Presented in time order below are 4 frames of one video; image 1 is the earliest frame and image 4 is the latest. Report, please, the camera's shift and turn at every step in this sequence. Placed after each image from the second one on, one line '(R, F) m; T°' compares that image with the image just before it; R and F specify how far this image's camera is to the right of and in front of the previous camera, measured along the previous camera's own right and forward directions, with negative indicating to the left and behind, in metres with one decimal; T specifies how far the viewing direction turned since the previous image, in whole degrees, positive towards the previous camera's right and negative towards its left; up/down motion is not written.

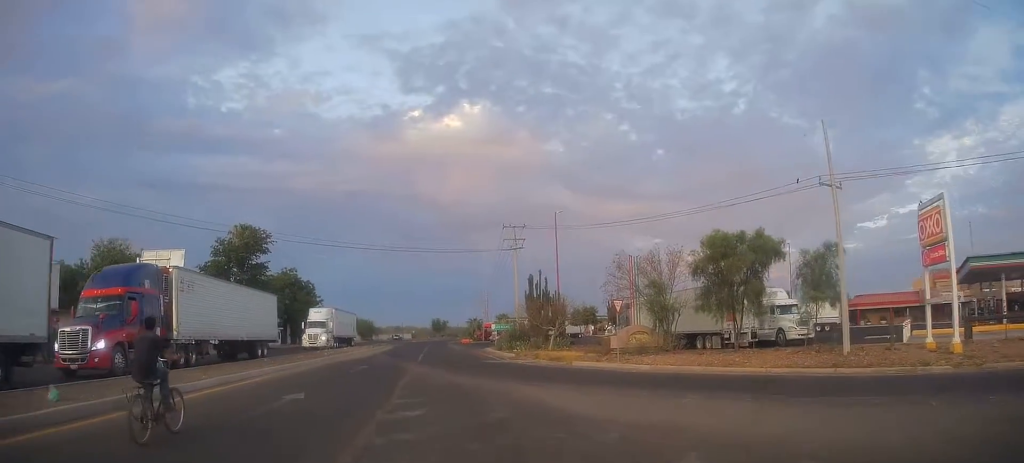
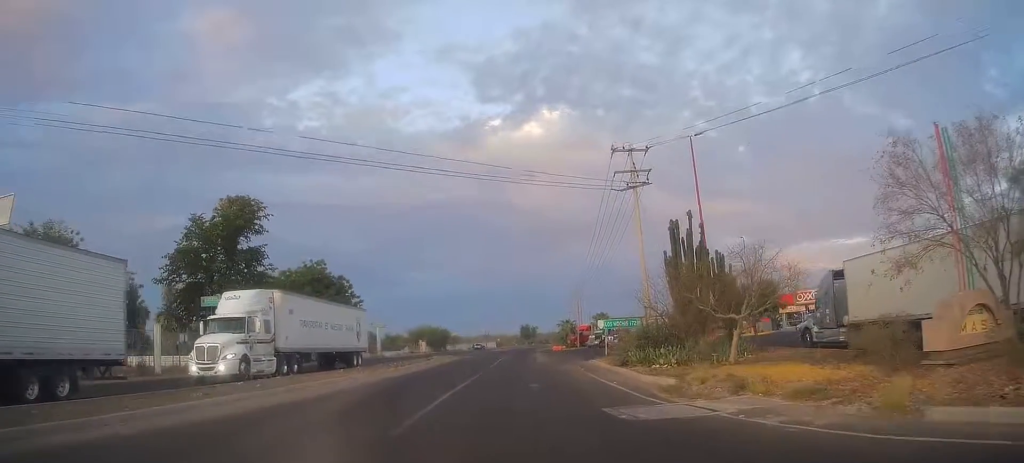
(-1.7, +24.2) m; -6°
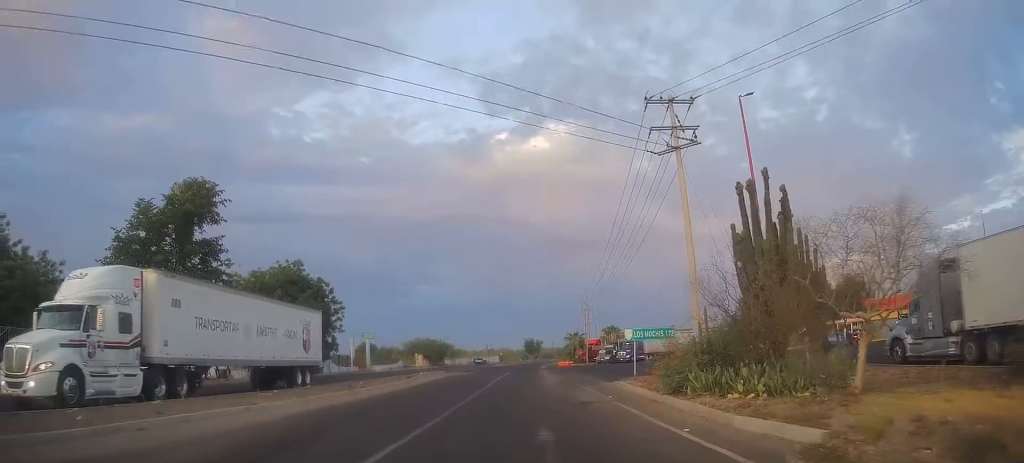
(-0.1, +8.7) m; 0°
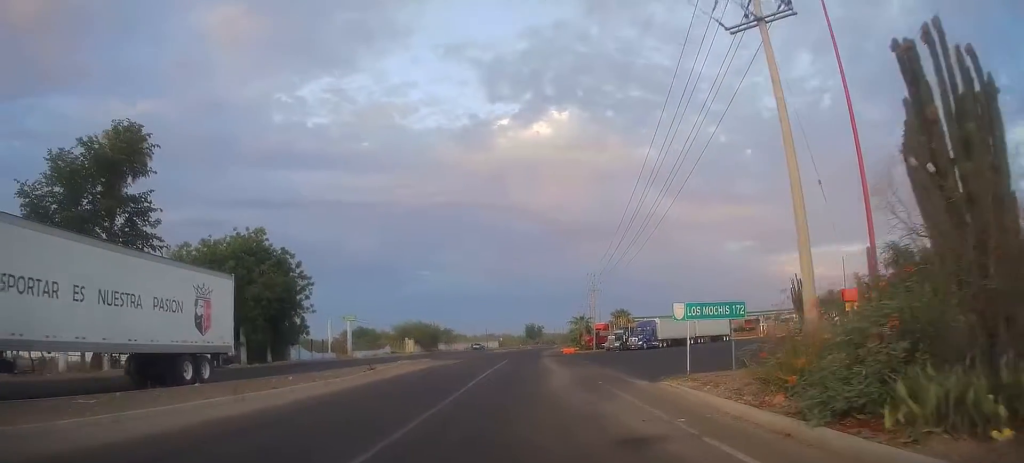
(+0.1, +9.5) m; 0°
